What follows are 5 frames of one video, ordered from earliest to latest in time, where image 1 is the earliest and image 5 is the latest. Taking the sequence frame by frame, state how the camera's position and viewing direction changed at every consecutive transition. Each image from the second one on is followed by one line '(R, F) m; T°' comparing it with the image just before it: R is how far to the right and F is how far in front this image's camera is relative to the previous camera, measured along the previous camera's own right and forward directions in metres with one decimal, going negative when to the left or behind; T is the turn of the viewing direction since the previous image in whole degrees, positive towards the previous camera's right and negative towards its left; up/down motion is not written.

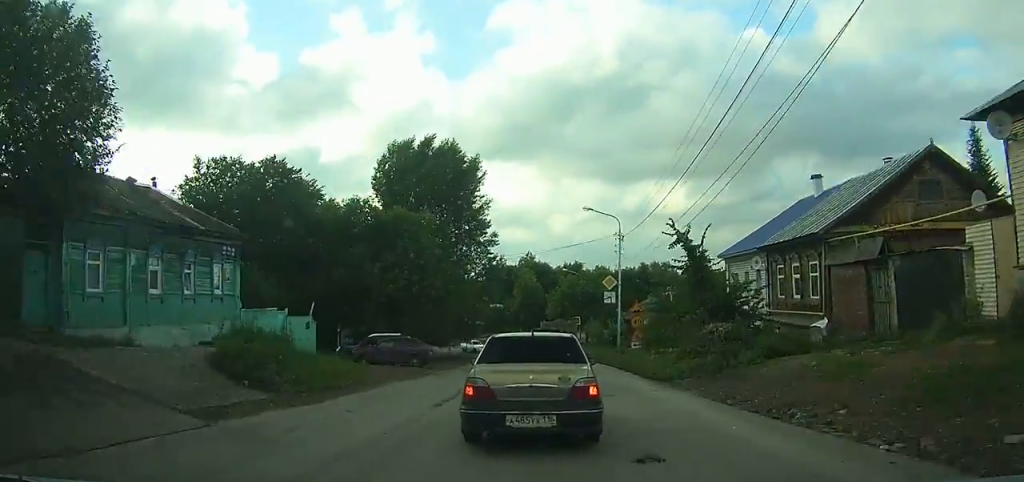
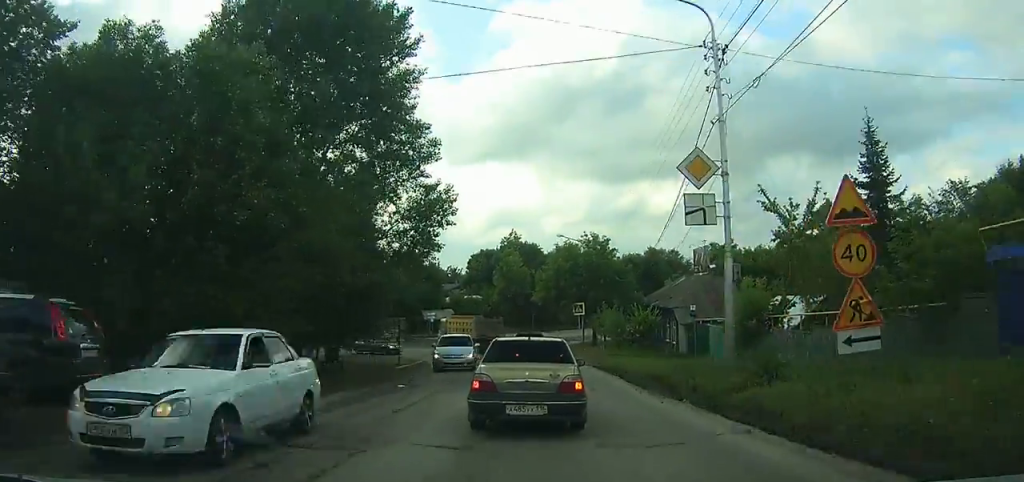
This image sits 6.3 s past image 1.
(-0.3, +25.0) m; -1°
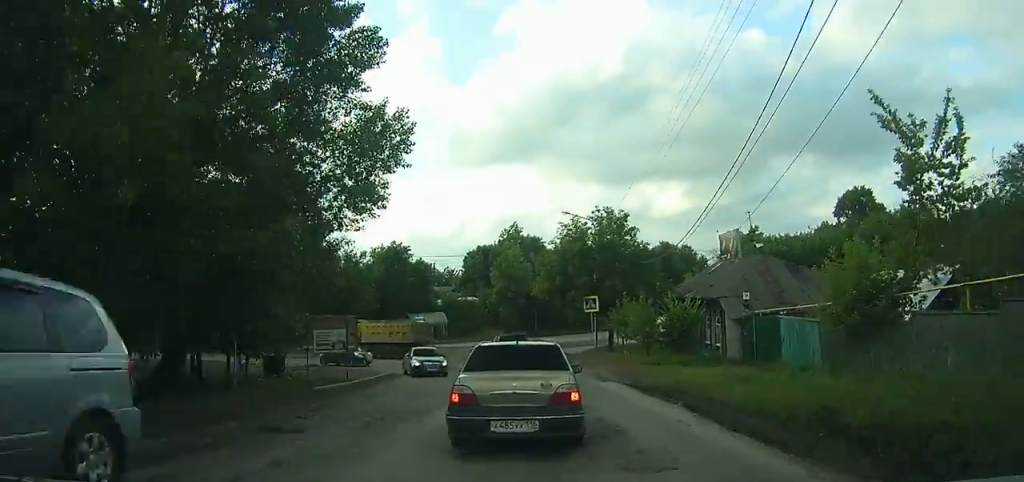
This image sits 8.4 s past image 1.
(0.0, +8.8) m; -1°
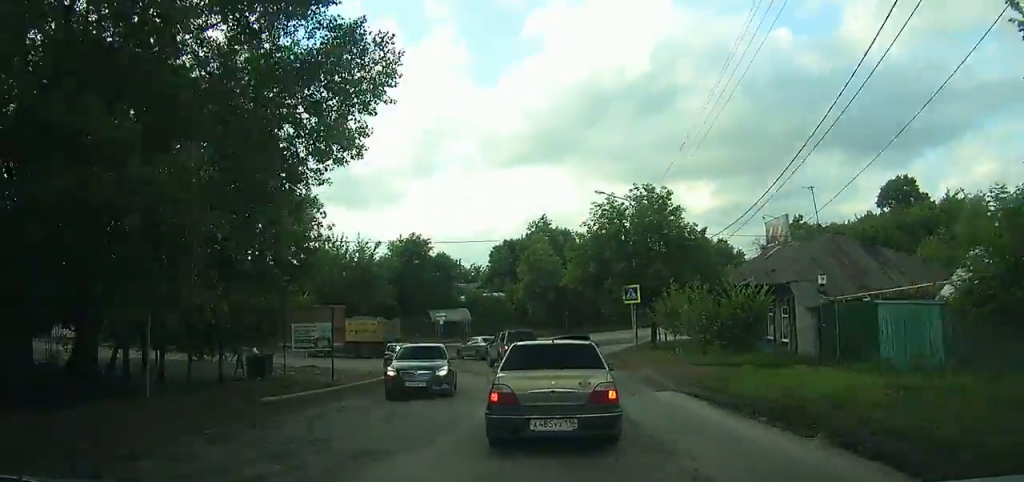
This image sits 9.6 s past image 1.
(-0.1, +5.2) m; -1°
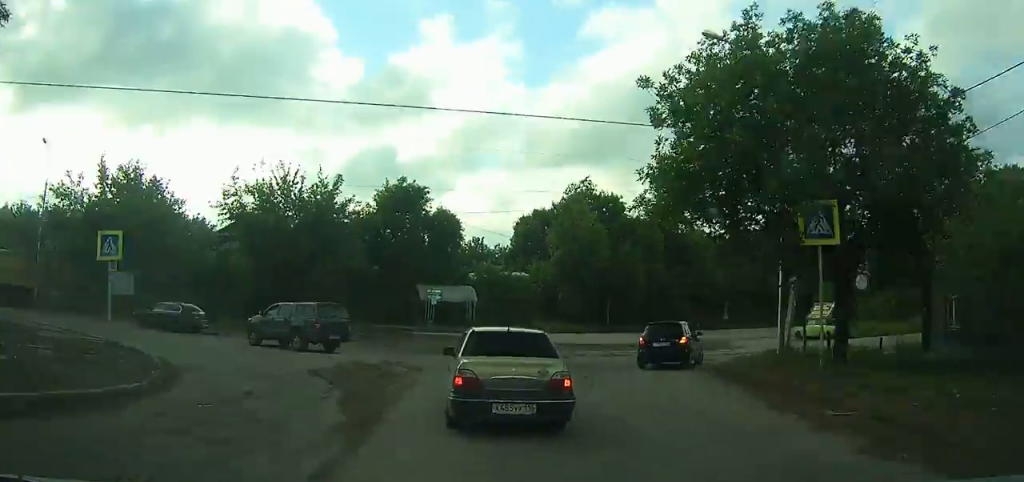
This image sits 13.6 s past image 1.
(-0.7, +17.8) m; -7°
